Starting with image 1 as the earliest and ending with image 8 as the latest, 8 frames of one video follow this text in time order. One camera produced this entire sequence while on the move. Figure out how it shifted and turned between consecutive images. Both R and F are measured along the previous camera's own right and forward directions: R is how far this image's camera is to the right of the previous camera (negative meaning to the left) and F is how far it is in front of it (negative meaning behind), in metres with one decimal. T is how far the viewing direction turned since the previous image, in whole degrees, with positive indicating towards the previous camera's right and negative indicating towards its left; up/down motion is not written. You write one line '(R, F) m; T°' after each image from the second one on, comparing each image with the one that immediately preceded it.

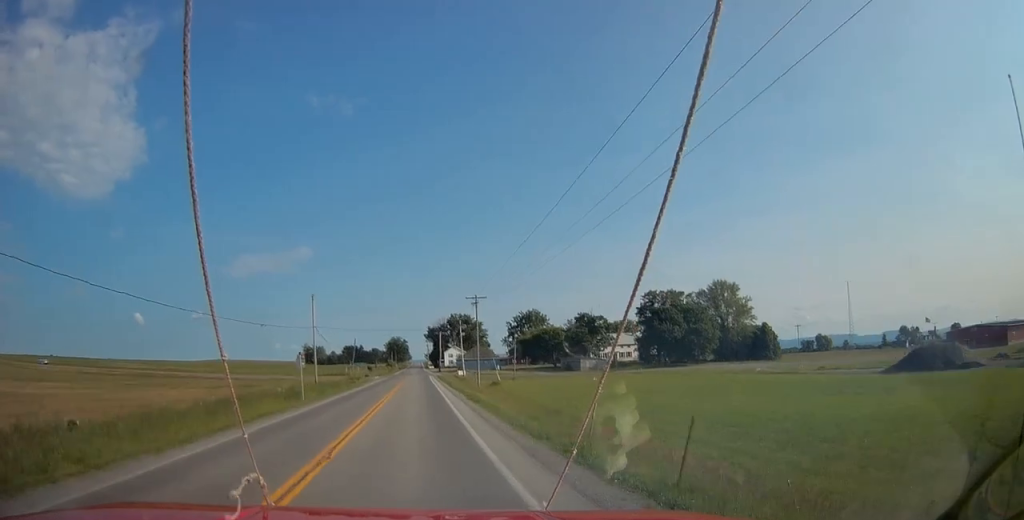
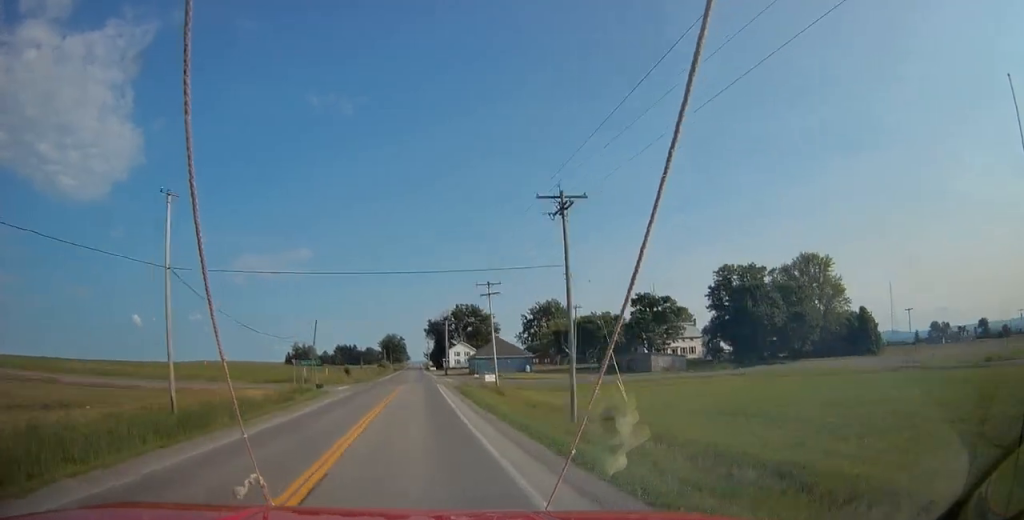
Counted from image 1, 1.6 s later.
(0.0, +40.9) m; 0°
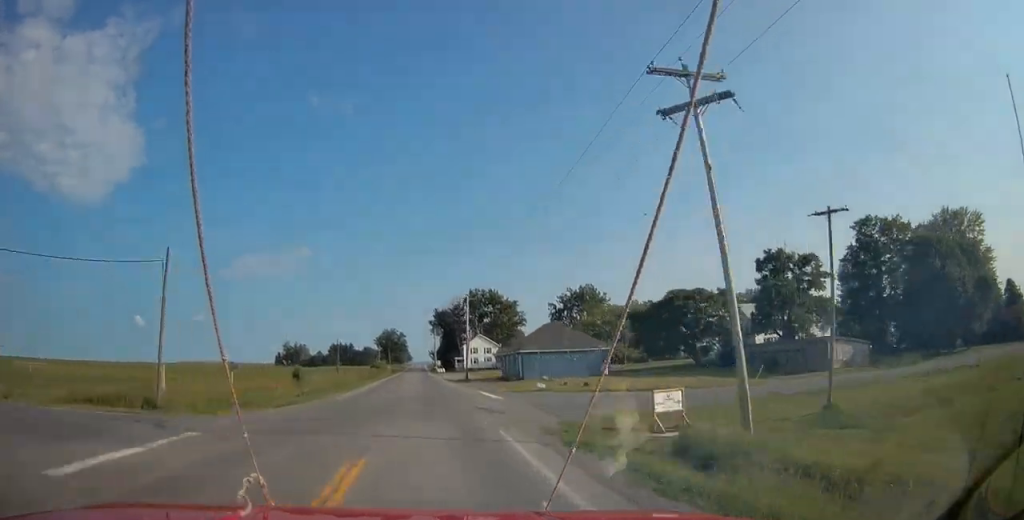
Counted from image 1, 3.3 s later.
(0.0, +42.5) m; 0°
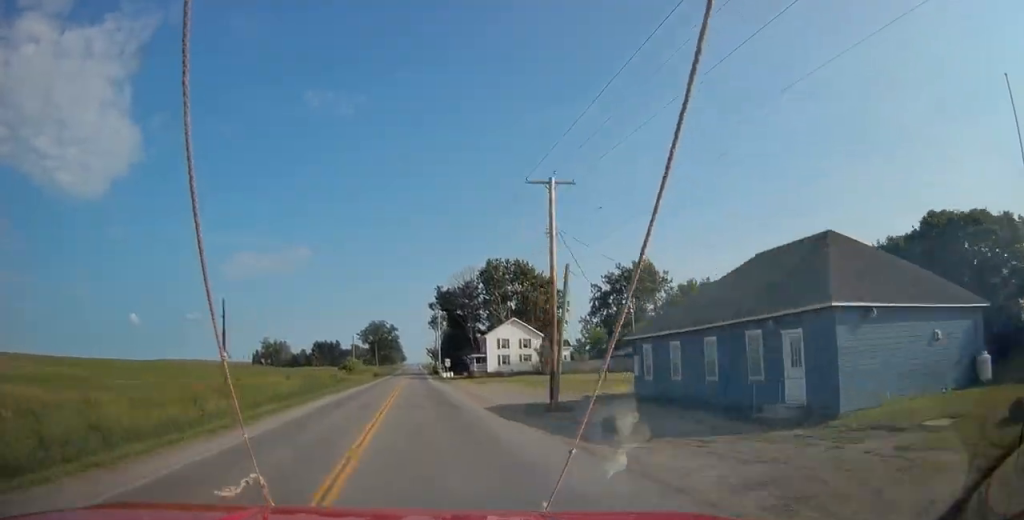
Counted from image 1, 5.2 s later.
(-0.1, +49.1) m; 0°
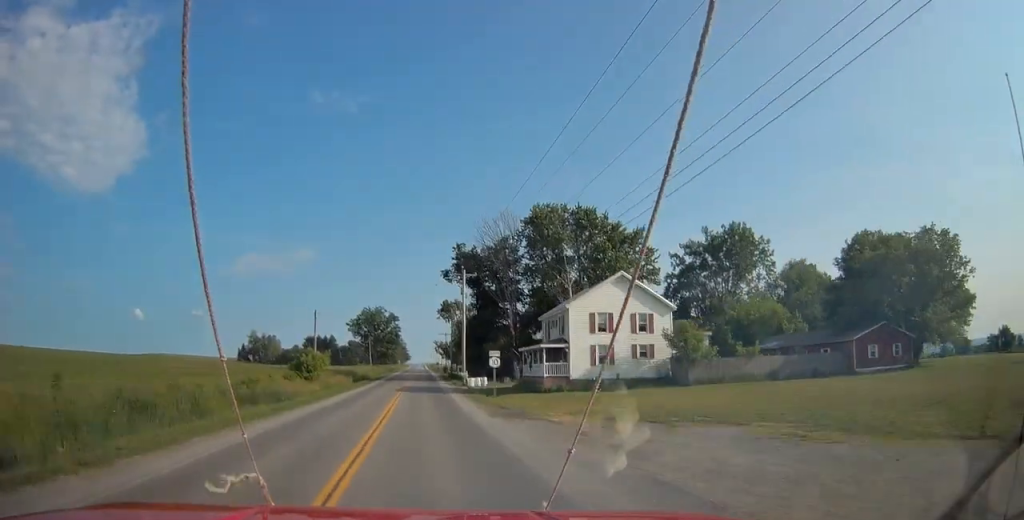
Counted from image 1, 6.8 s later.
(0.0, +40.4) m; 0°
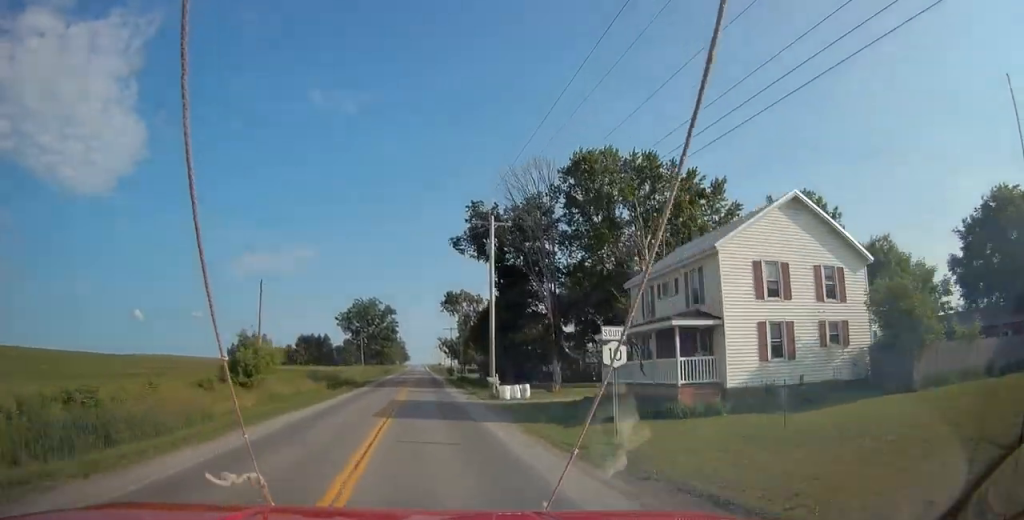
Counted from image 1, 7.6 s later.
(0.0, +20.2) m; 0°
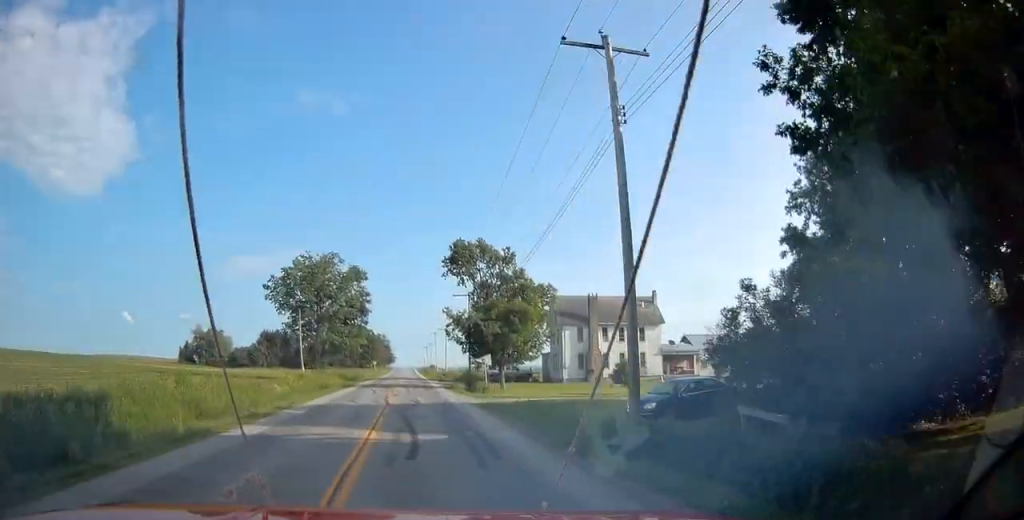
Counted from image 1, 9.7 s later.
(+0.1, +53.5) m; 0°
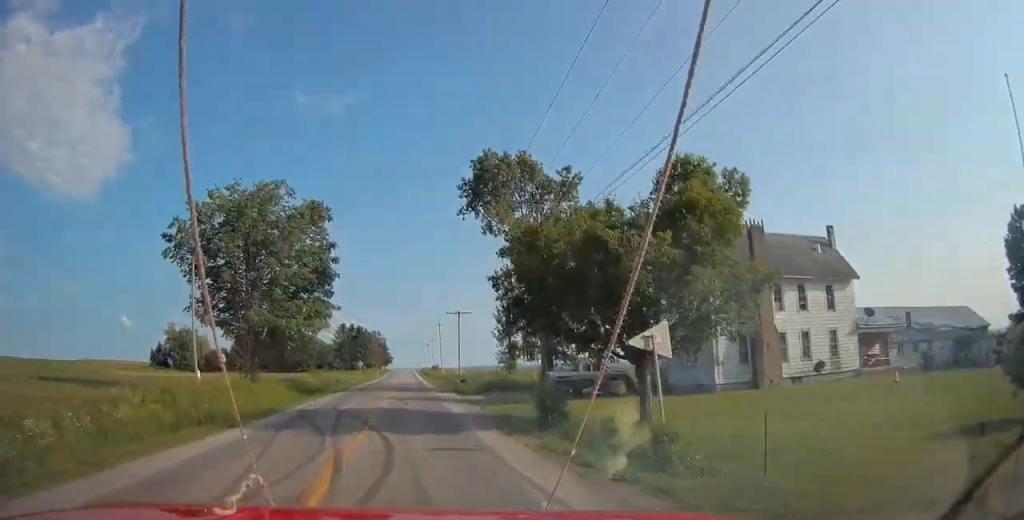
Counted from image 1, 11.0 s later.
(+0.1, +31.6) m; 0°
